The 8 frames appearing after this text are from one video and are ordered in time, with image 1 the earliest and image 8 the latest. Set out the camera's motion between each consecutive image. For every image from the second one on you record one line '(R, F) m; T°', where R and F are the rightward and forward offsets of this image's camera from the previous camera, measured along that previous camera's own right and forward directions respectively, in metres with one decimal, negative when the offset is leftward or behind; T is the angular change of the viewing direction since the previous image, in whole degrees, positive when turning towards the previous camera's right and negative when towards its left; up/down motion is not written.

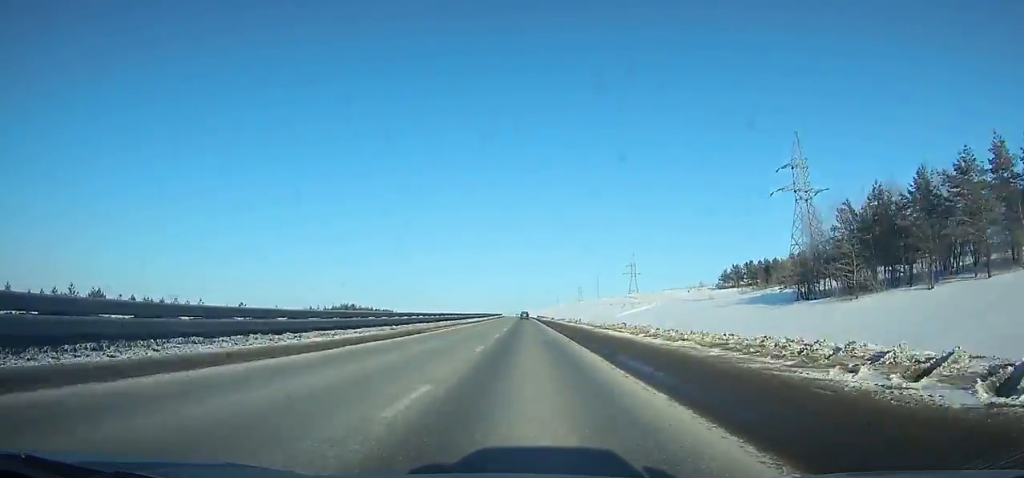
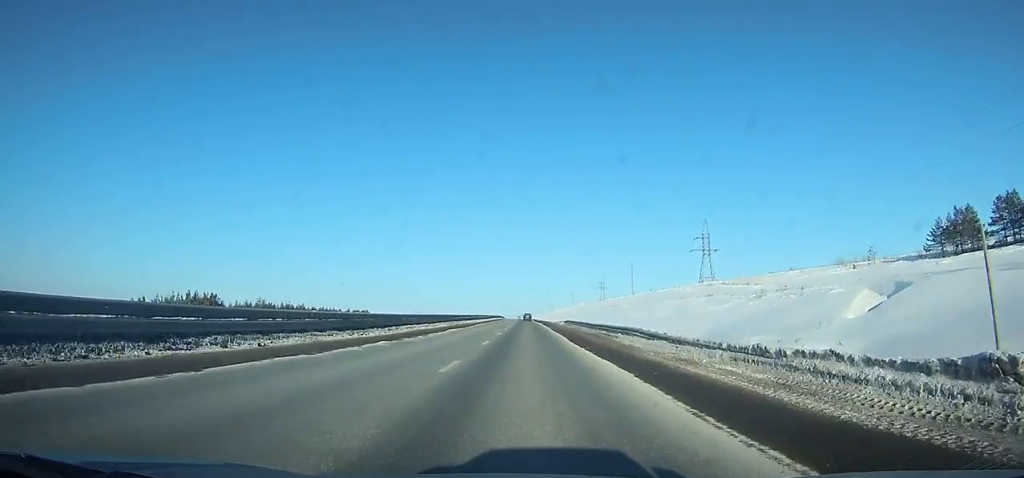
(-0.7, +112.9) m; -1°
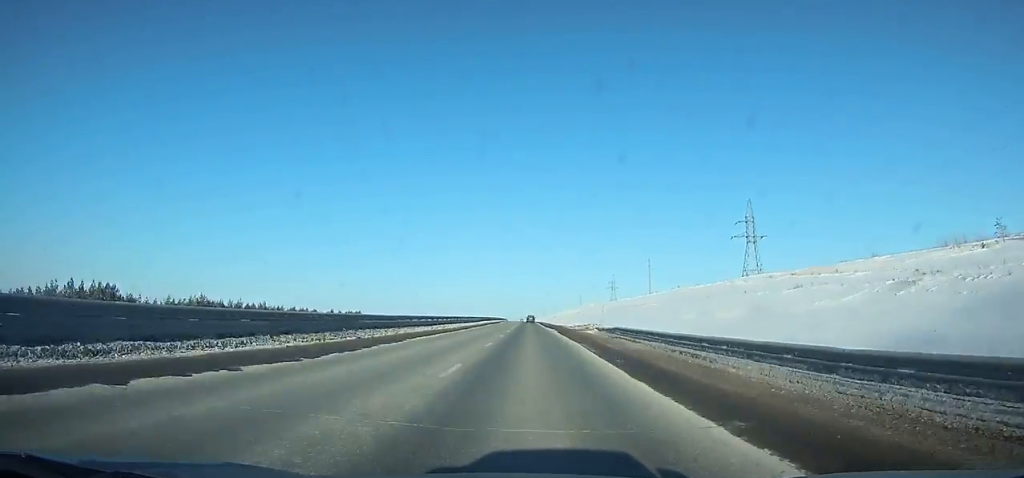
(-0.2, +37.1) m; 0°
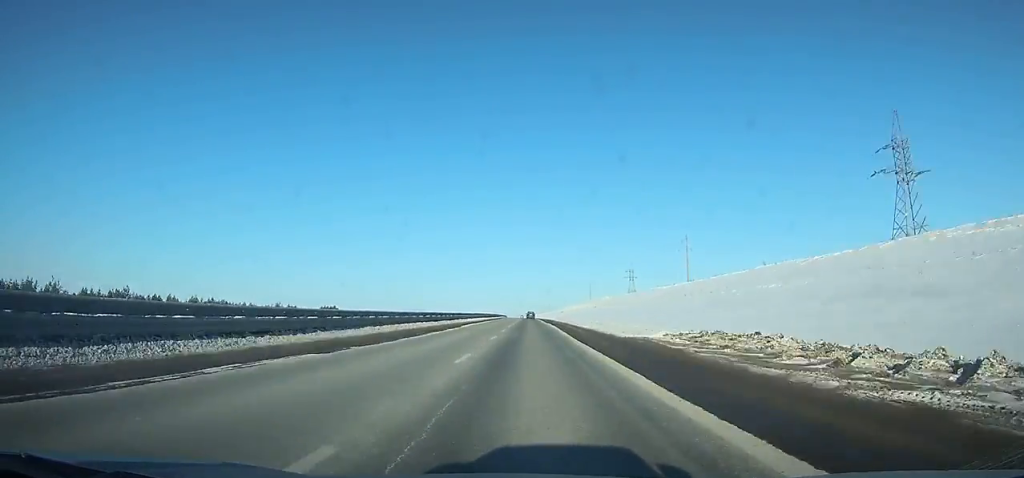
(-0.3, +69.0) m; 0°
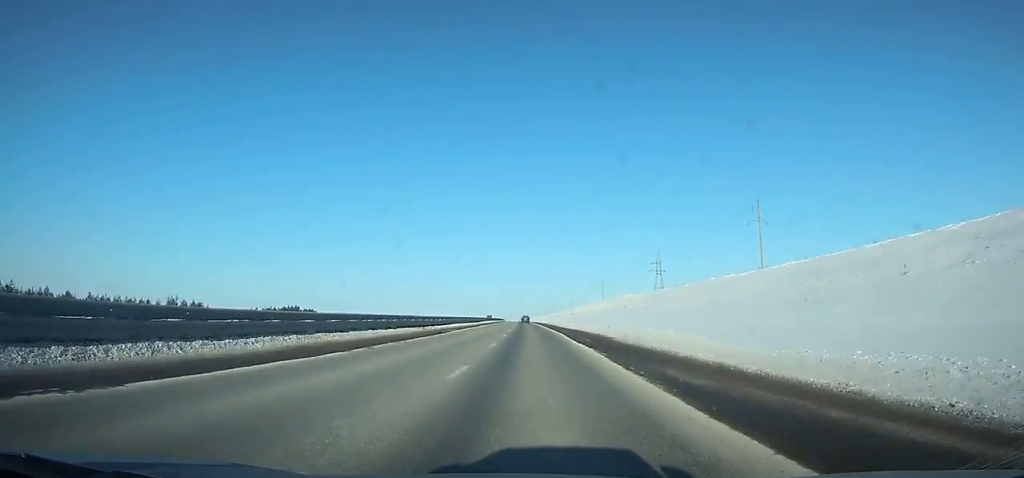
(-0.2, +74.8) m; 0°
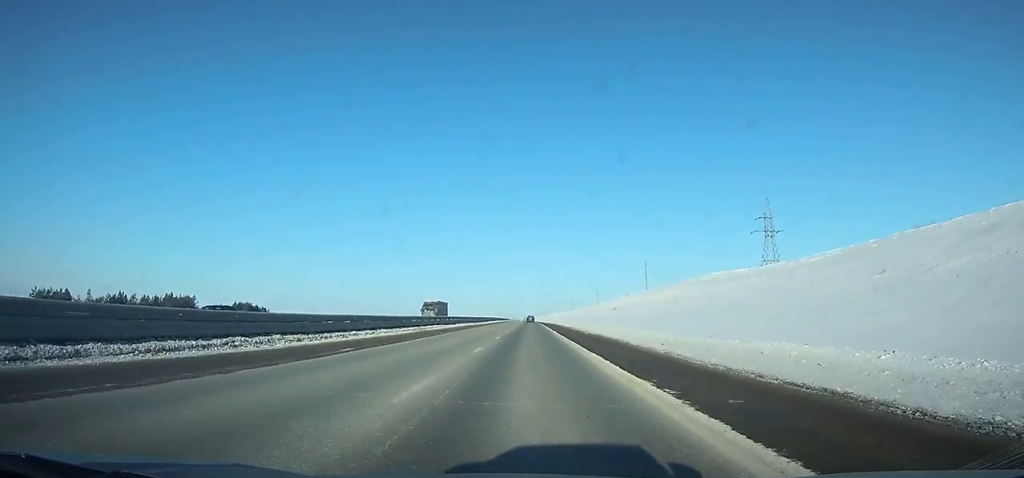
(-0.9, +134.8) m; -1°
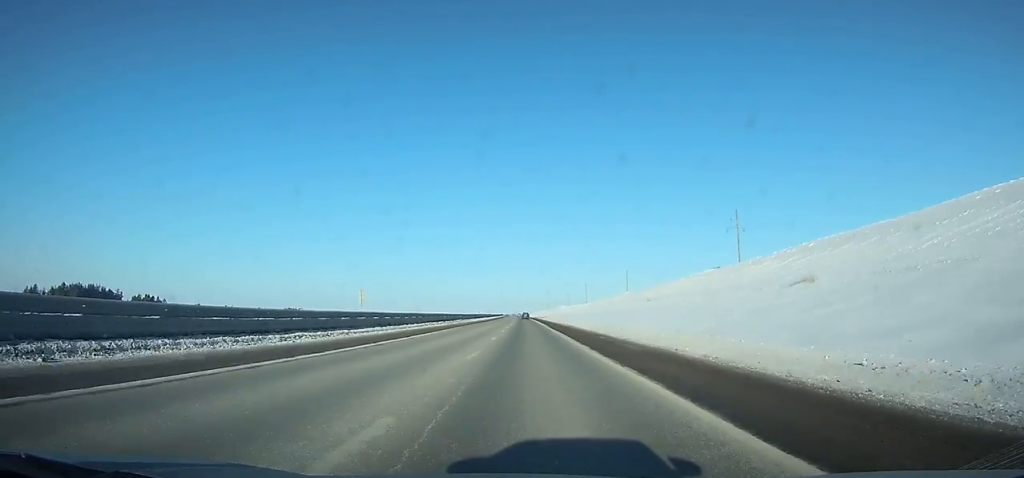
(-0.8, +147.3) m; 0°
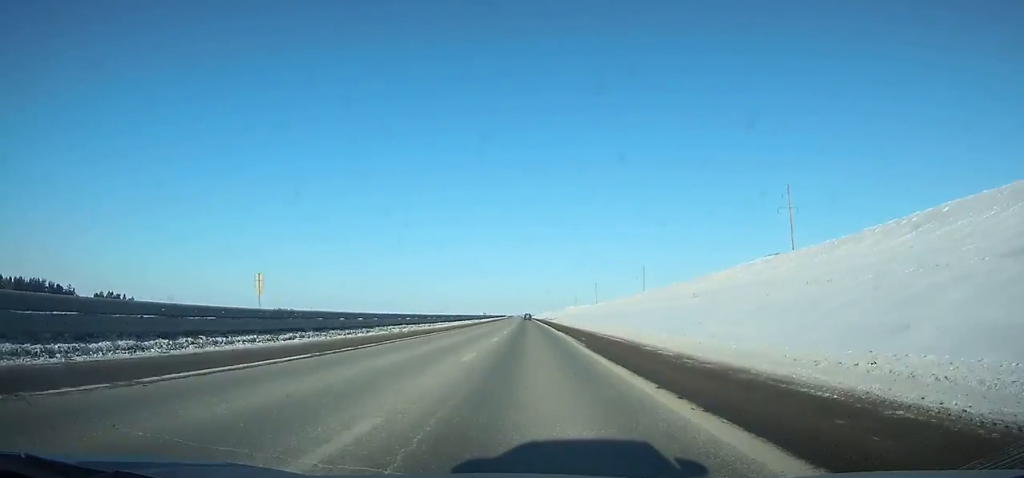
(0.0, +35.6) m; 0°
